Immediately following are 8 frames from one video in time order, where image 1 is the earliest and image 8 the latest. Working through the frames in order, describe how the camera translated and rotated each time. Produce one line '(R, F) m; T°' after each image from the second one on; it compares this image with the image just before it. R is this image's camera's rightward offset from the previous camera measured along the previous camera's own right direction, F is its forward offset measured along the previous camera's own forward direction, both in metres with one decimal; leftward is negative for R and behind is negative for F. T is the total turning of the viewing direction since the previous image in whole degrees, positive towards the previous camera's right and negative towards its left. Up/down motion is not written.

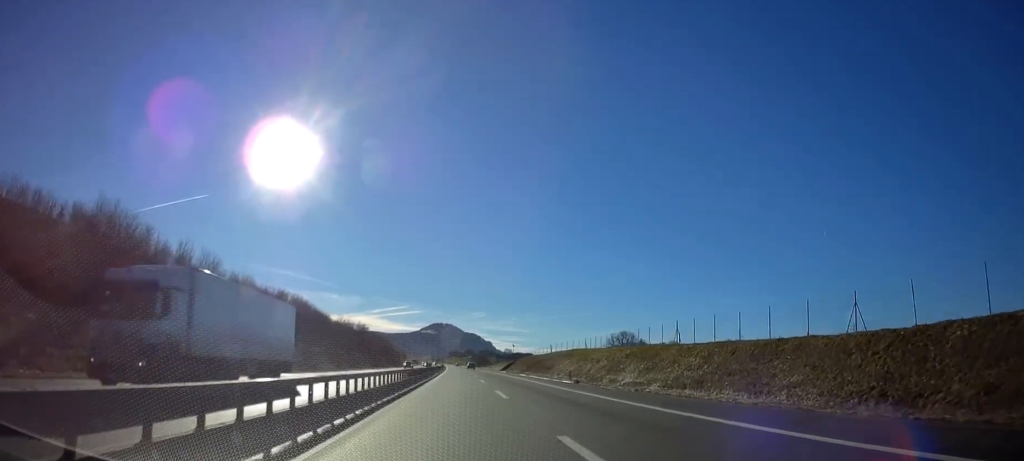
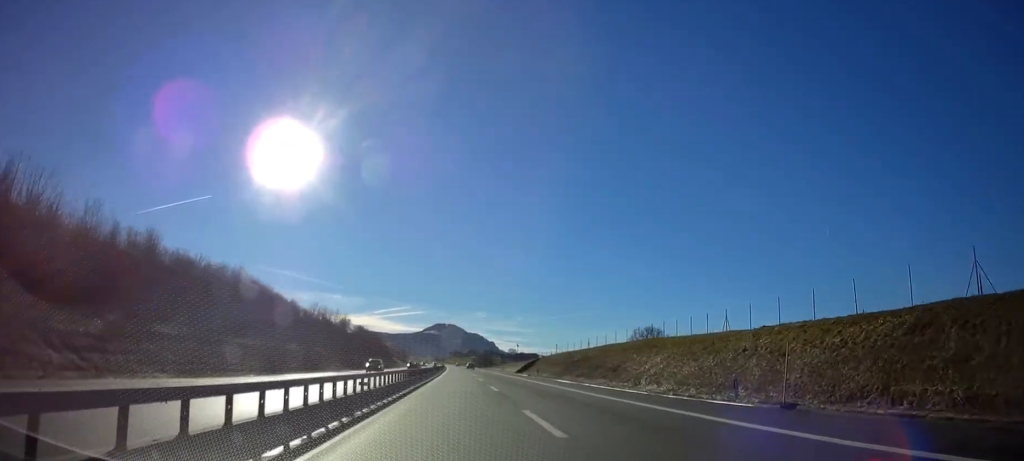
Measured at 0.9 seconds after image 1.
(-0.1, +29.2) m; 0°
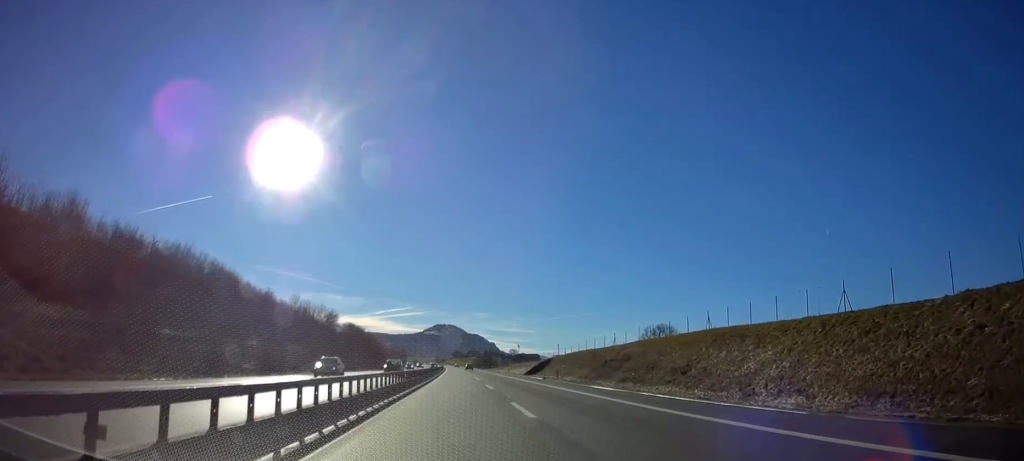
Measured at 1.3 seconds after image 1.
(0.0, +13.5) m; 0°
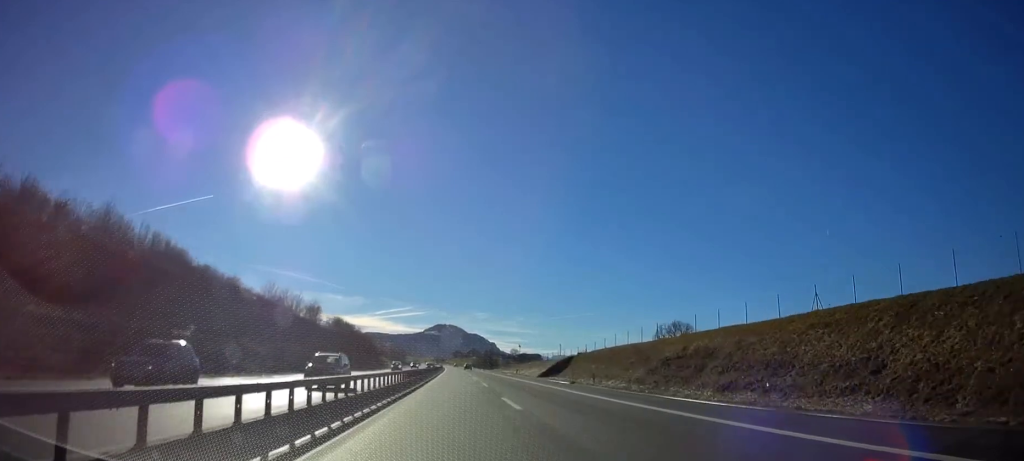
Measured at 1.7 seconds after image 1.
(0.0, +14.6) m; 0°
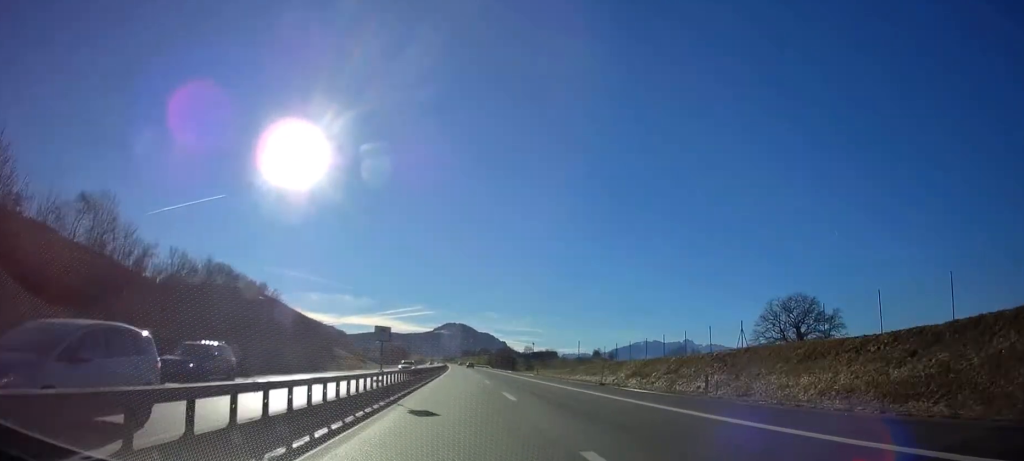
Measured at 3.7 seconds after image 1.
(-0.3, +68.6) m; -1°
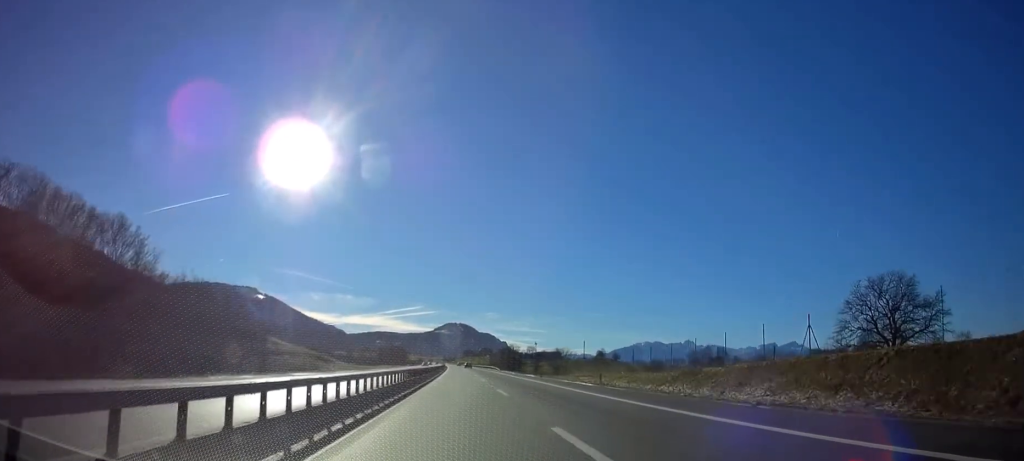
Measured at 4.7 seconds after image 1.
(-0.1, +32.6) m; 0°
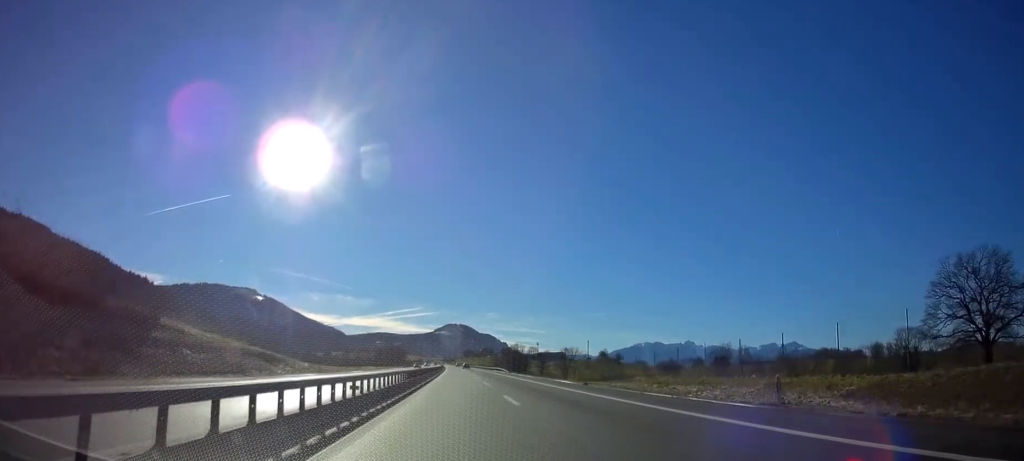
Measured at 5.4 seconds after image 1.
(0.0, +22.5) m; 0°
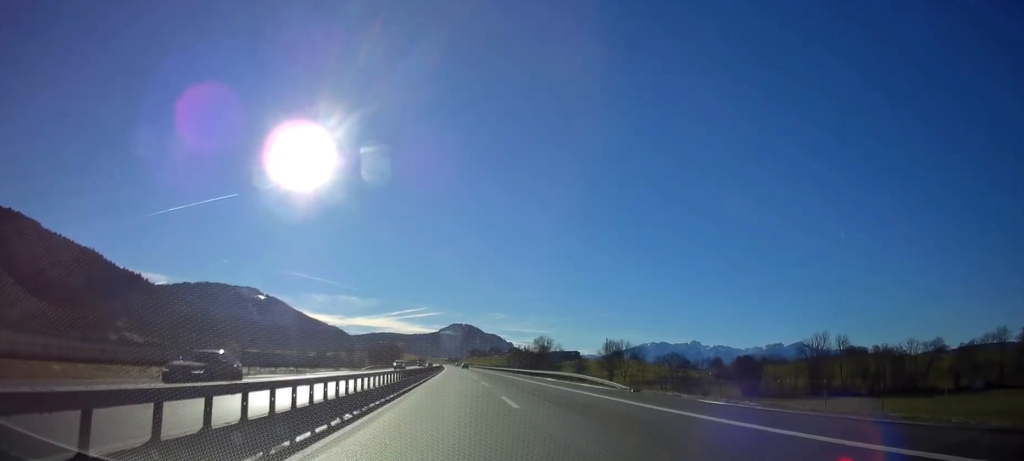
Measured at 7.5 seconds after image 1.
(-0.1, +73.1) m; 0°
